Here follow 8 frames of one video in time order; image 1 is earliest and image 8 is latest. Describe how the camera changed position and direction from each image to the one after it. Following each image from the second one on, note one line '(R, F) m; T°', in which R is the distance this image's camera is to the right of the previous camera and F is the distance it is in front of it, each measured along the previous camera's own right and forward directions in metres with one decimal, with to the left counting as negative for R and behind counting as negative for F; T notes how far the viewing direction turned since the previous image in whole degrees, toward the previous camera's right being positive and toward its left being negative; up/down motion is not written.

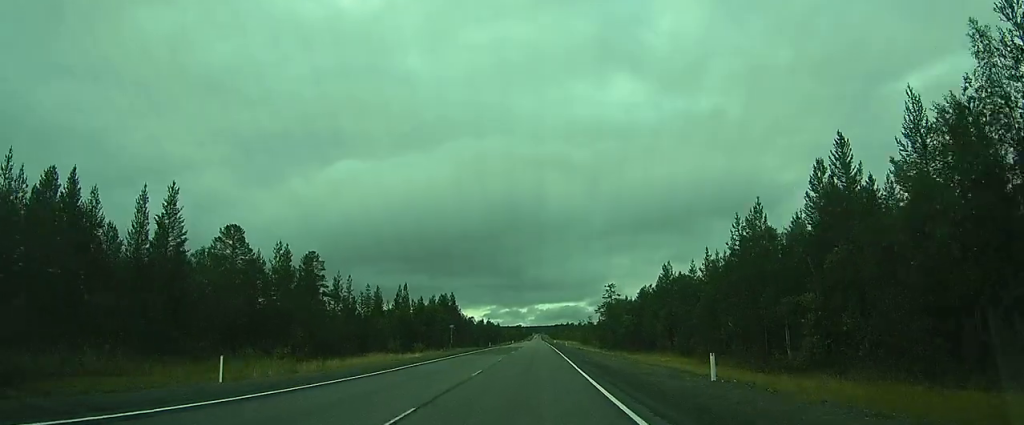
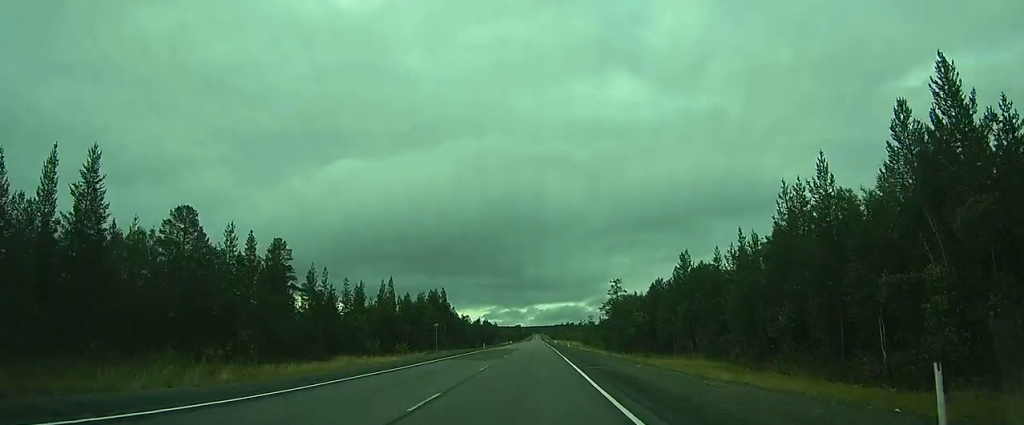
(0.0, +9.0) m; 0°
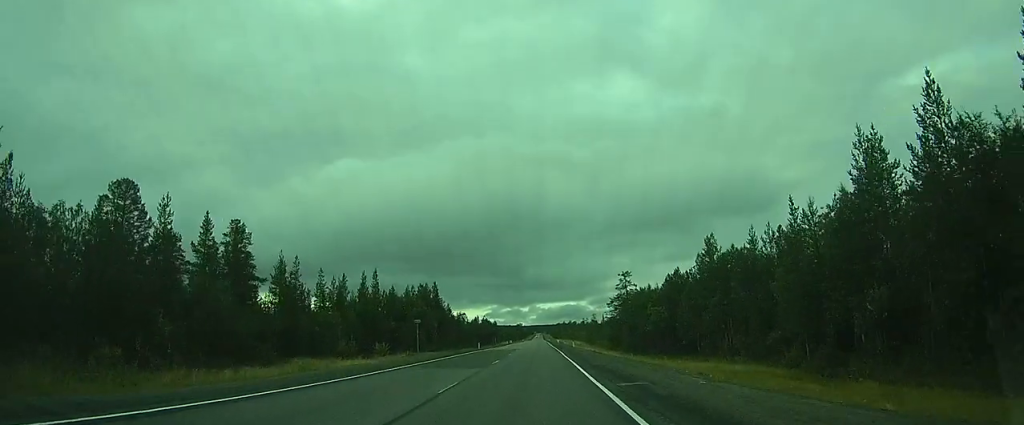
(-0.1, +9.0) m; 0°
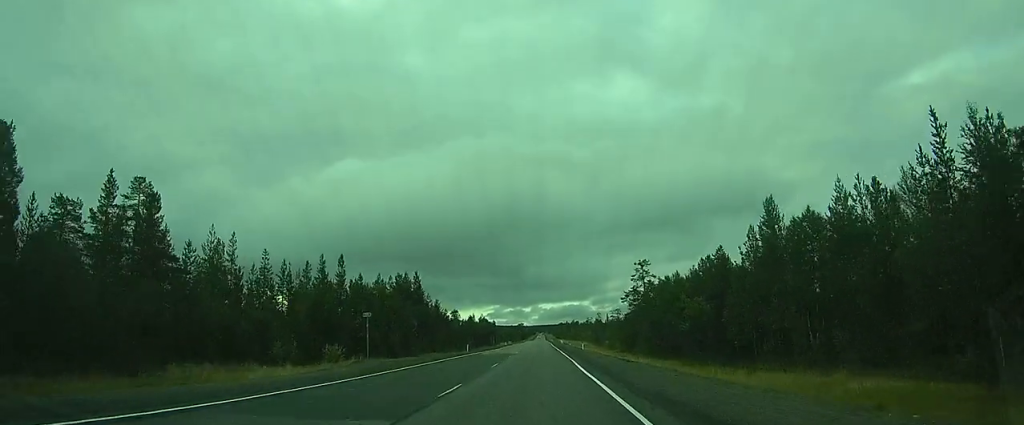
(+0.1, +13.8) m; +1°
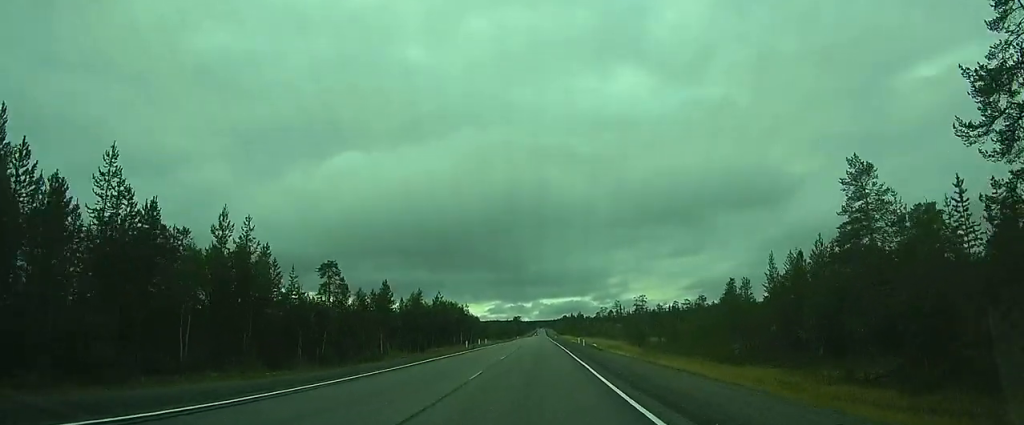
(+0.5, +65.0) m; 0°
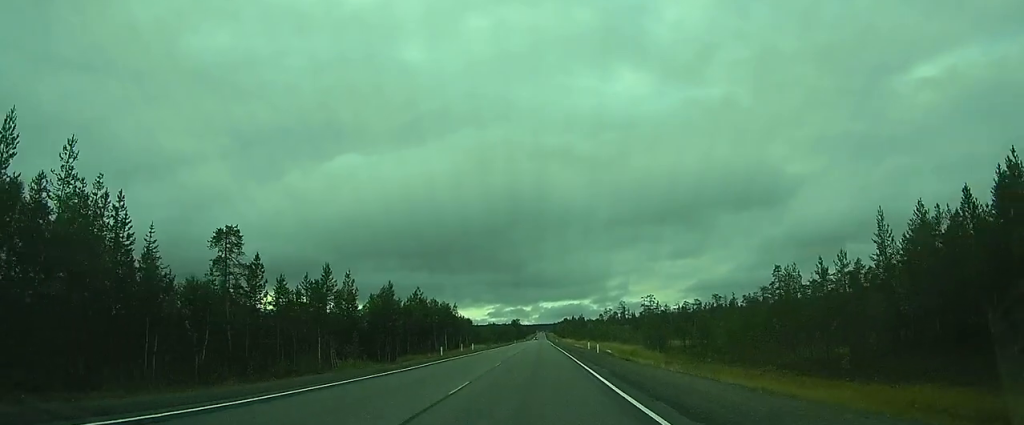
(0.0, +15.3) m; 0°
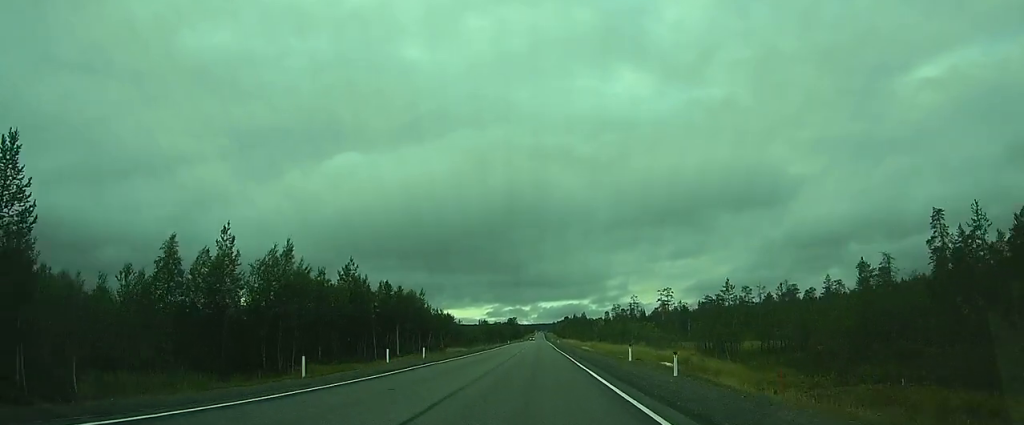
(-0.1, +27.1) m; 0°
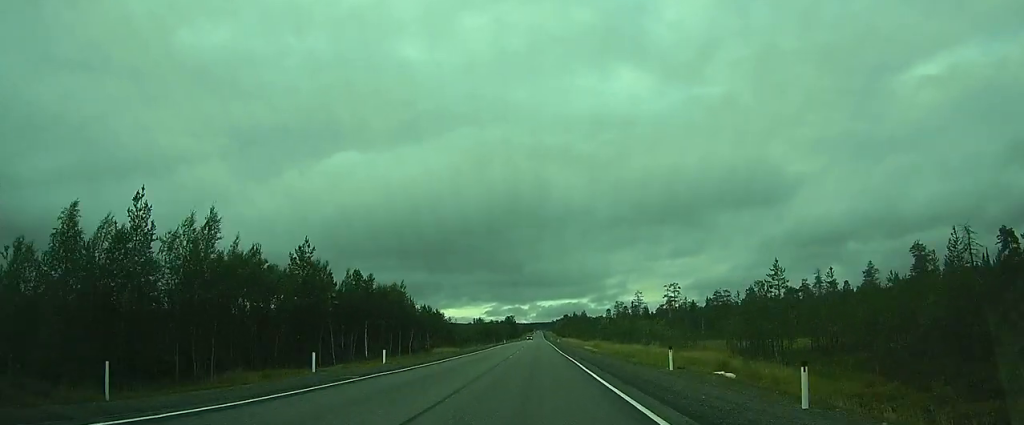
(0.0, +9.7) m; 0°
